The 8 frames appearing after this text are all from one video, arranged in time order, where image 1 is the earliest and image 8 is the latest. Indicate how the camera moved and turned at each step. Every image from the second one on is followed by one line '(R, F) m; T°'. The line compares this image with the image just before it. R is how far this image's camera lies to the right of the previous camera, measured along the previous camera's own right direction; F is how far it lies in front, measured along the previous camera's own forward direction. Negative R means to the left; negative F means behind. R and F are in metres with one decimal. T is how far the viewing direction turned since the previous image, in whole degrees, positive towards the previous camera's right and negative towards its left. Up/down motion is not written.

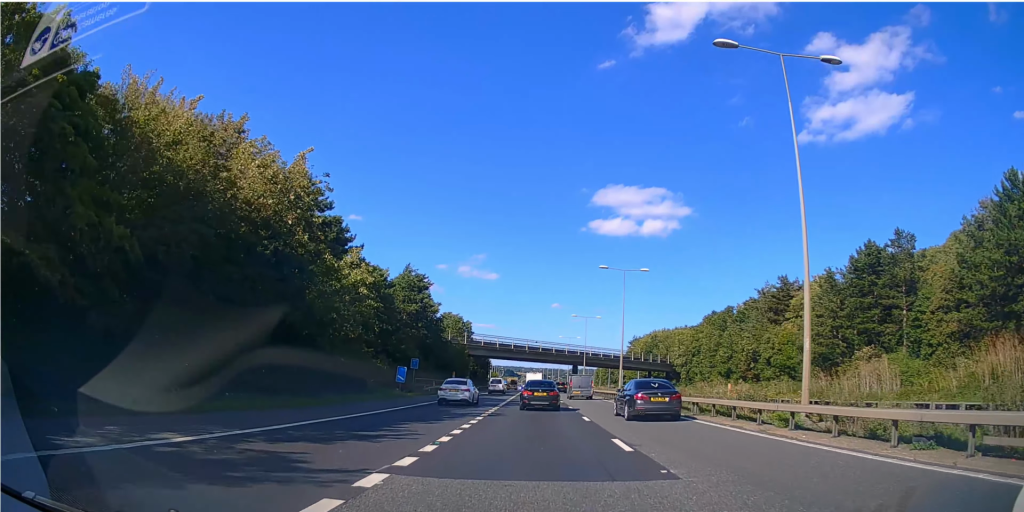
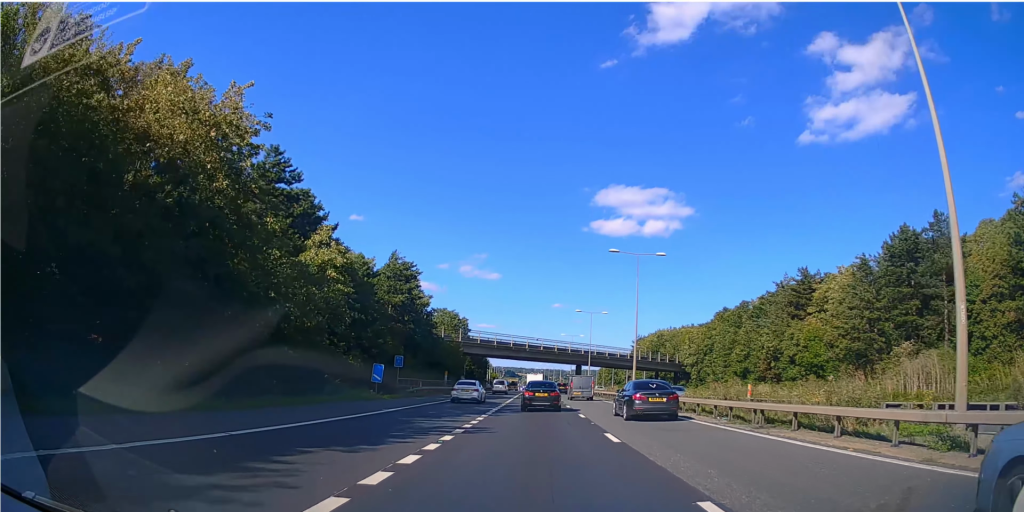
(0.0, +7.2) m; 0°
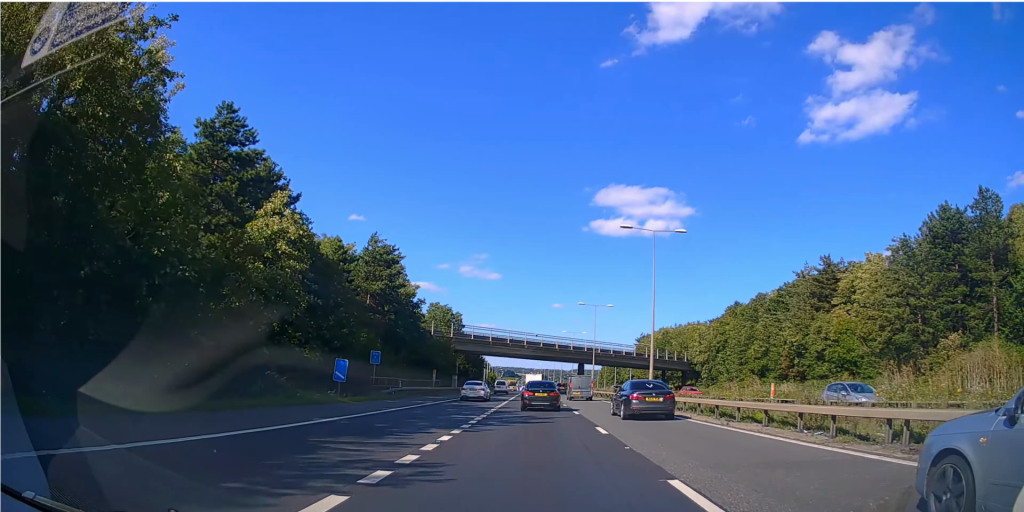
(-0.1, +8.6) m; 0°
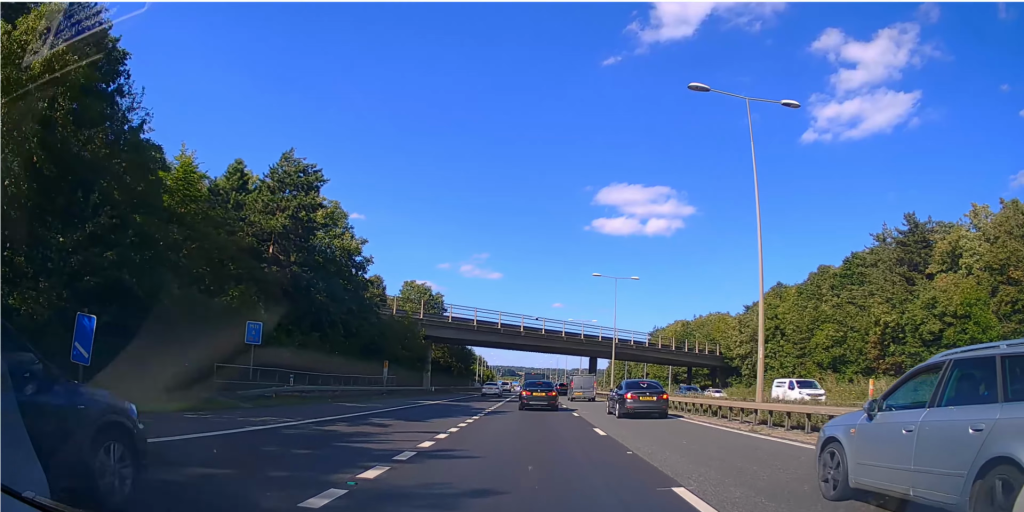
(+0.2, +23.5) m; 0°
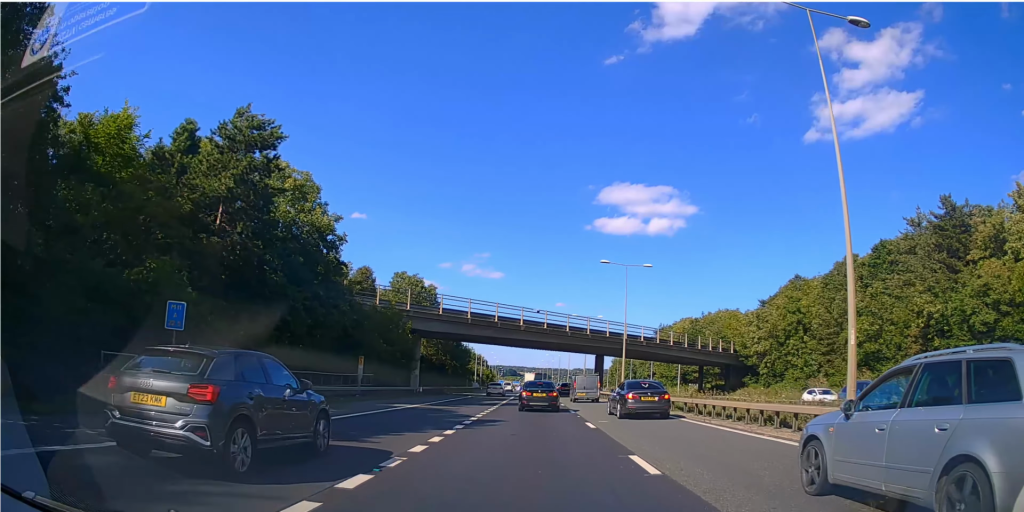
(0.0, +6.1) m; 0°
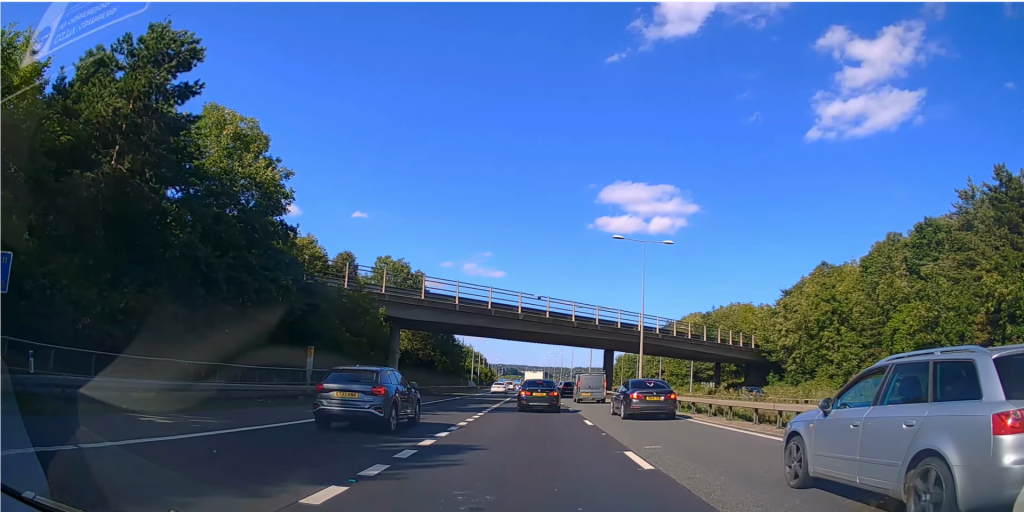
(0.0, +9.3) m; 0°
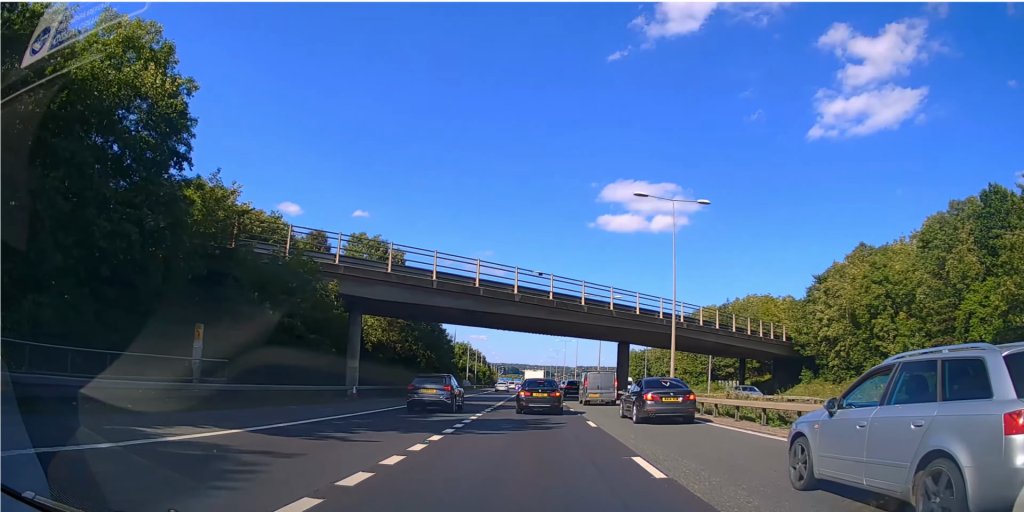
(0.0, +11.9) m; 0°
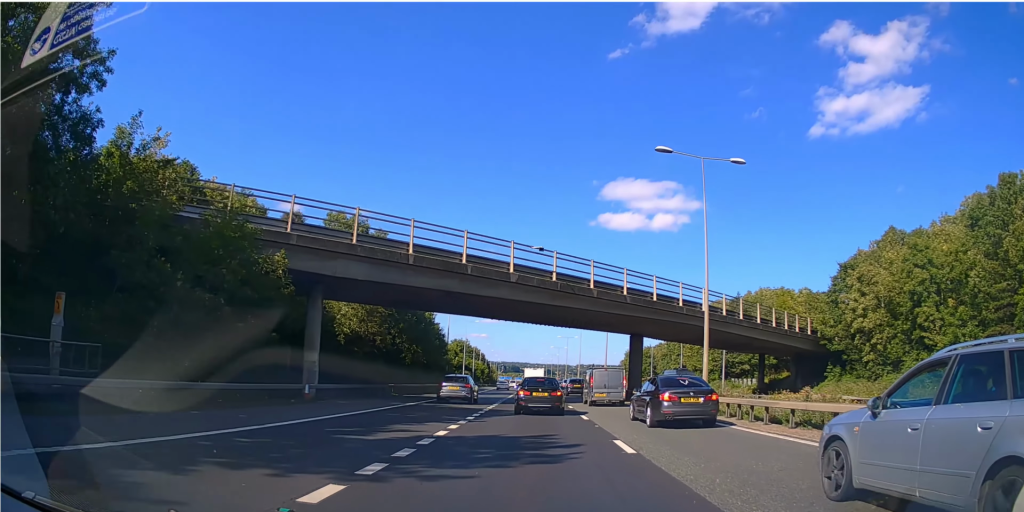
(0.0, +7.6) m; 0°
